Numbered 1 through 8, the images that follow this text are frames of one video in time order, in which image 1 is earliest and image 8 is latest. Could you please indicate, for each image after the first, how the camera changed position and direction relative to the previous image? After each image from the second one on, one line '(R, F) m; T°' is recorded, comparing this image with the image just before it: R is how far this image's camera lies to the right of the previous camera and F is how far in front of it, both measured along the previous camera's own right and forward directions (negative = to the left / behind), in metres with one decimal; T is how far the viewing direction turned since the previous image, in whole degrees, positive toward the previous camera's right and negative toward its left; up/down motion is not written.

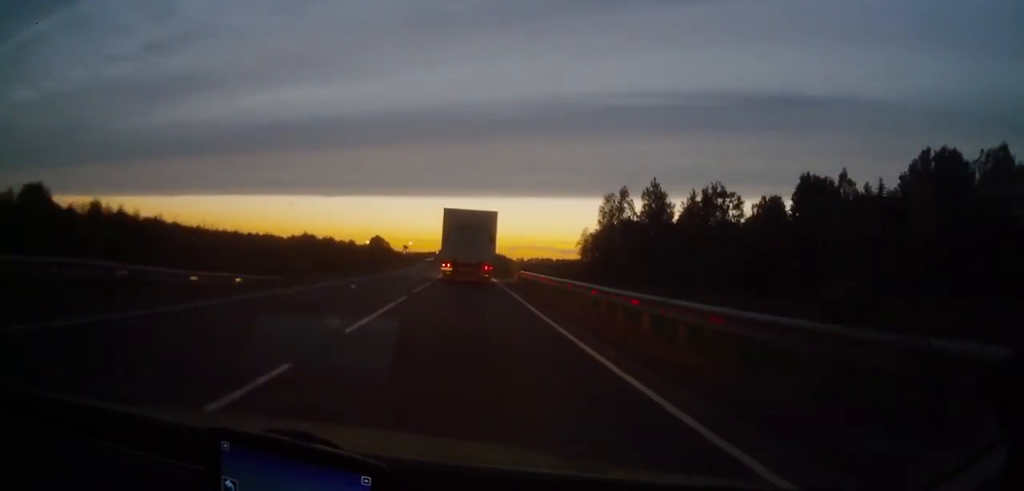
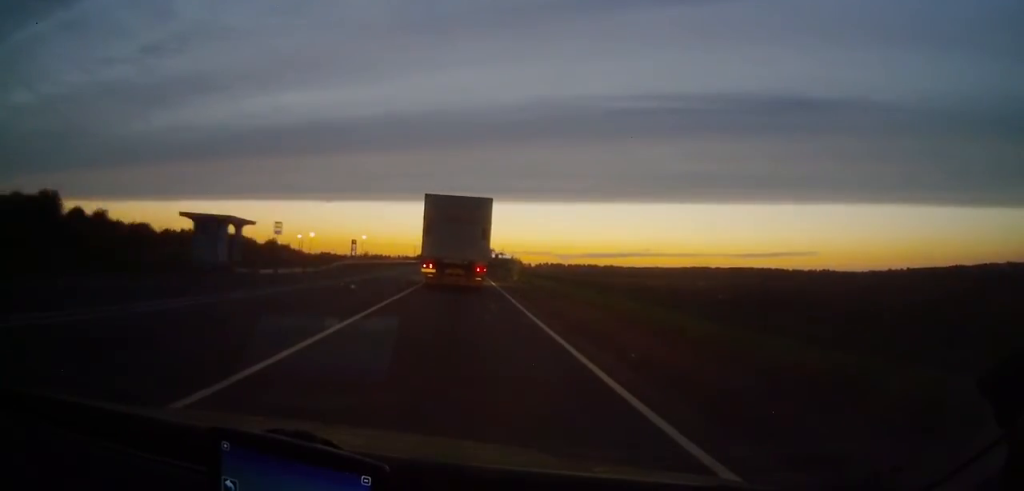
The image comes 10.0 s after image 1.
(+0.5, +218.2) m; 0°
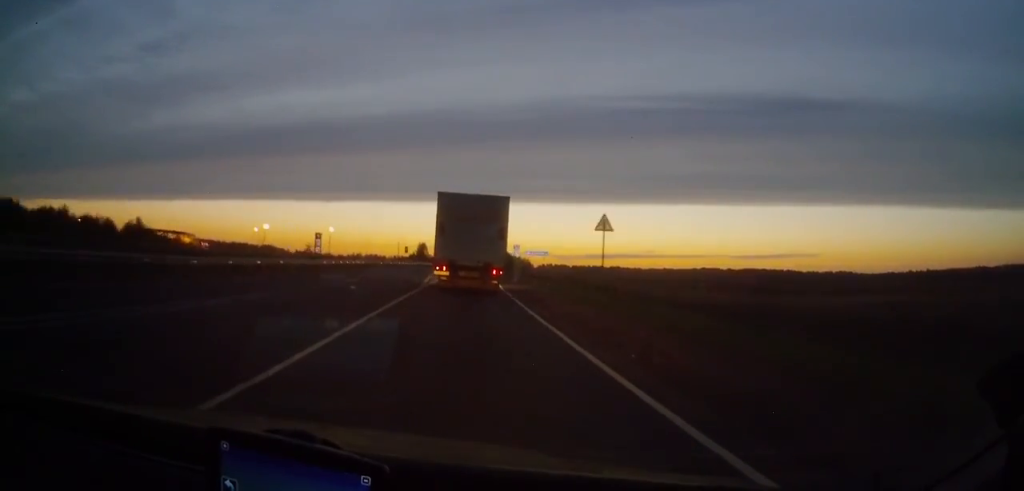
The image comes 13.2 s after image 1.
(+0.1, +71.6) m; 0°
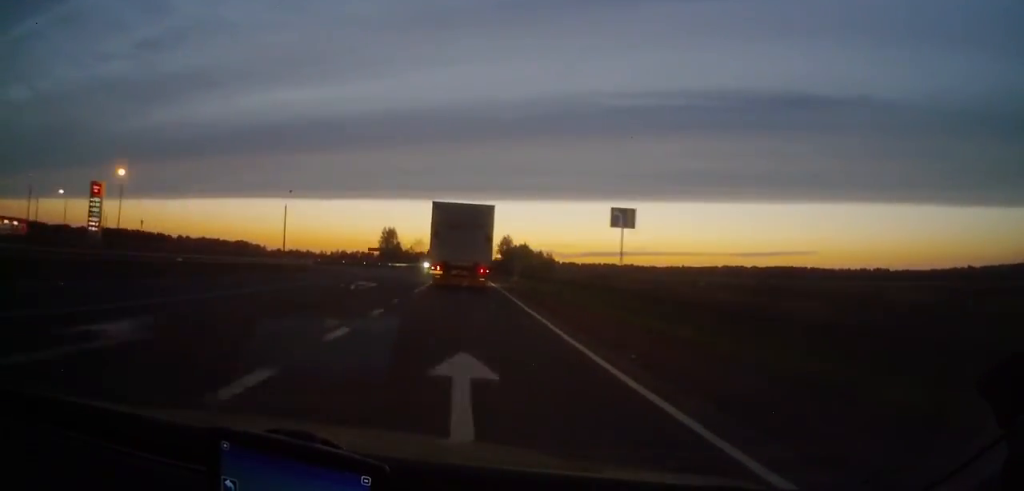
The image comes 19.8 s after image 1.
(+0.5, +149.3) m; 0°
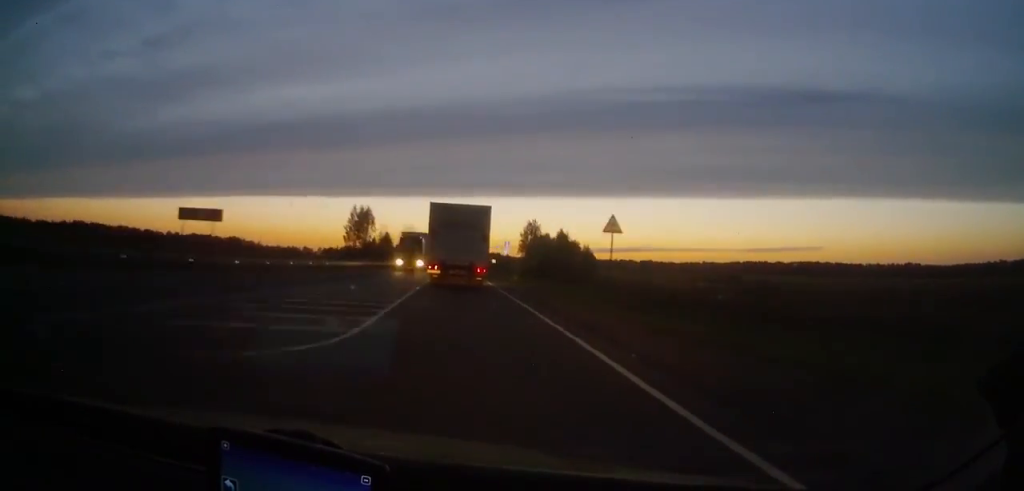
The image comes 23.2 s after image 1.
(-0.7, +78.6) m; -1°
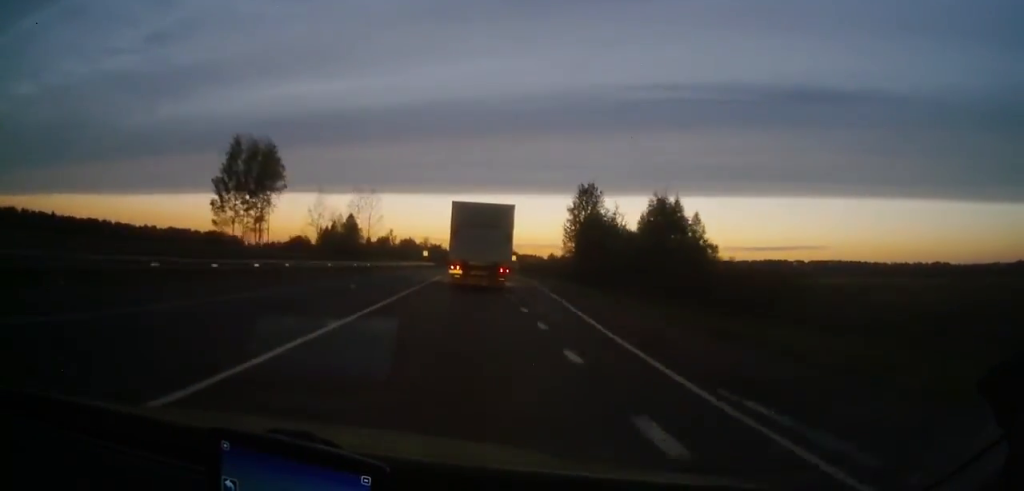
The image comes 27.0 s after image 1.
(-0.6, +83.6) m; 0°
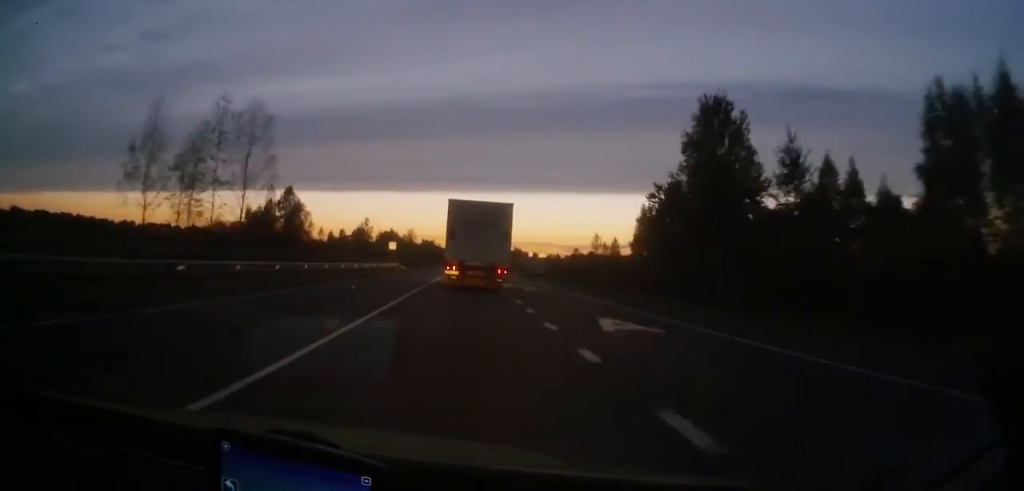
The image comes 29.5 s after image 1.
(+0.5, +56.3) m; 0°
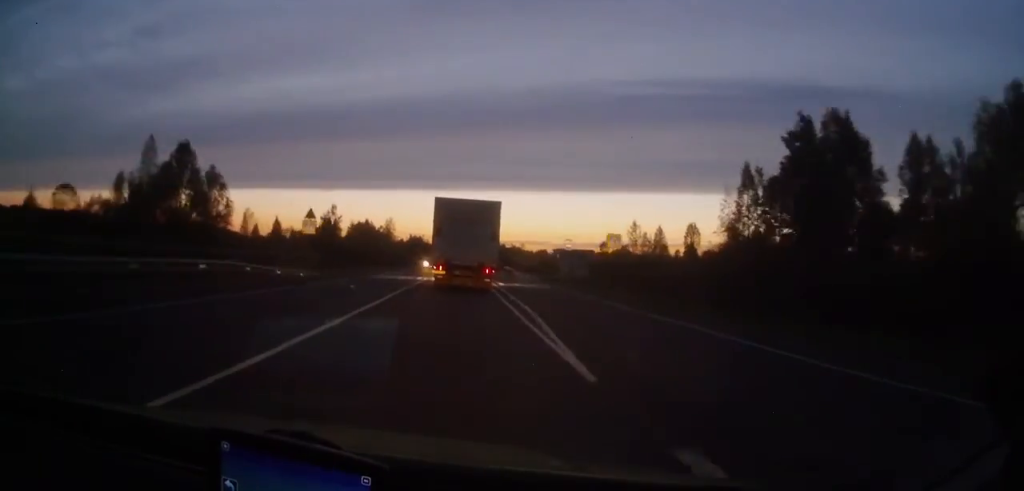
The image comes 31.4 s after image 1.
(+0.4, +41.4) m; 0°
